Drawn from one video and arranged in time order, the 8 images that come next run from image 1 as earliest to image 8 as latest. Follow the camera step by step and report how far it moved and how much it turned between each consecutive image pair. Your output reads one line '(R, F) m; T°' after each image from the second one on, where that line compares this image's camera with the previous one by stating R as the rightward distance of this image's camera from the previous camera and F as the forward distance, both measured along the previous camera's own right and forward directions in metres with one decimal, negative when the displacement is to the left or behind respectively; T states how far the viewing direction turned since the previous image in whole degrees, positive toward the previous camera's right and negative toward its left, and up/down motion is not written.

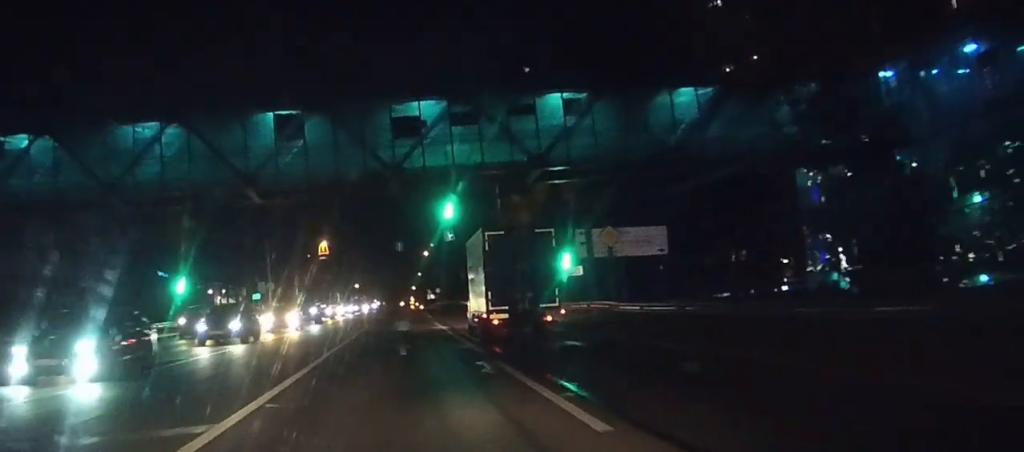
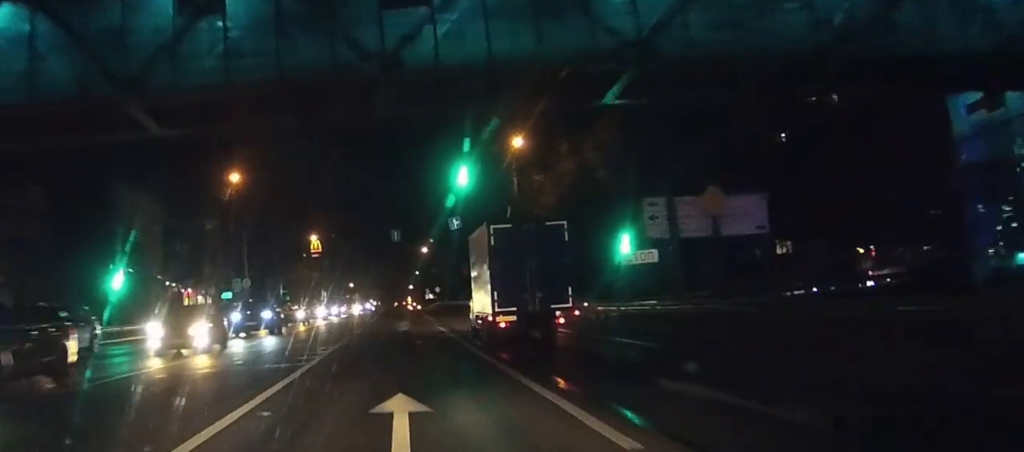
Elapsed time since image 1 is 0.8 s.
(0.0, +13.4) m; 0°
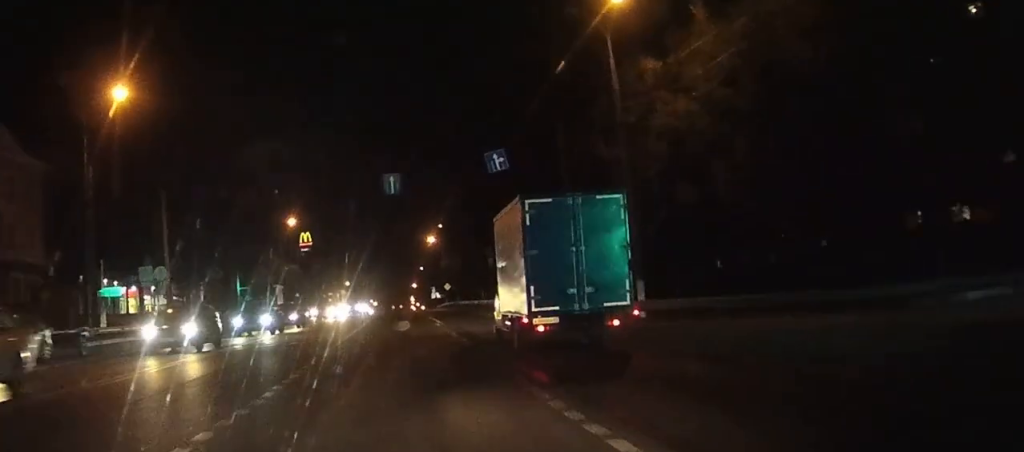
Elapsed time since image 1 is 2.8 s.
(+0.3, +31.4) m; +1°
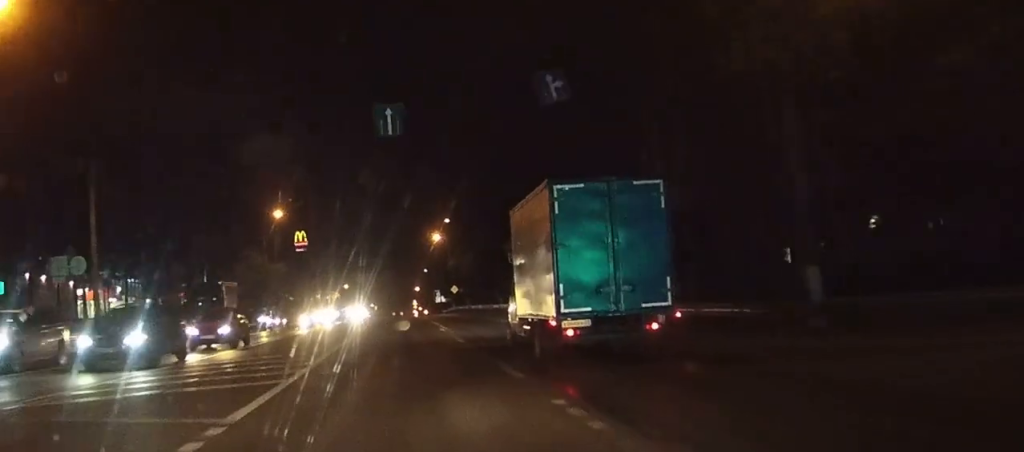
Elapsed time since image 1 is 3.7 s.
(0.0, +14.7) m; 0°
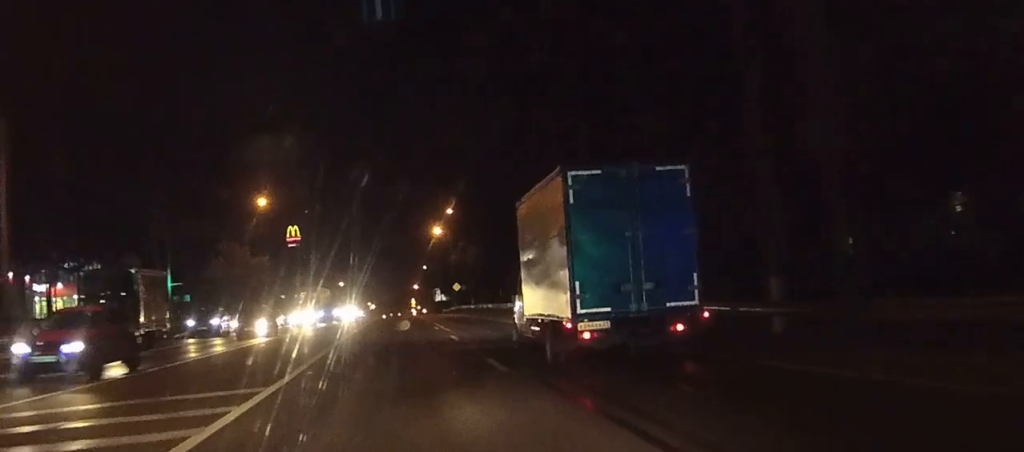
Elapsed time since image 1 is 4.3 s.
(0.0, +10.4) m; 0°
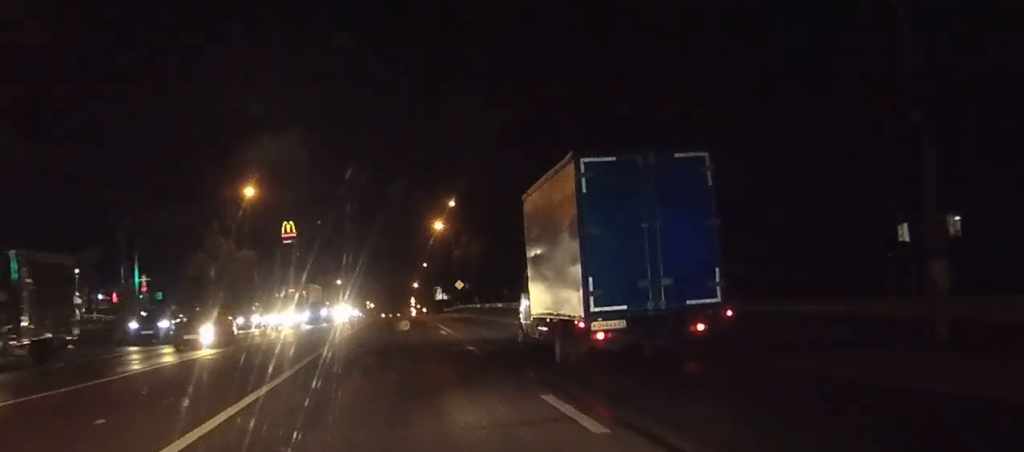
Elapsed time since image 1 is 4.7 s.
(0.0, +7.1) m; 0°
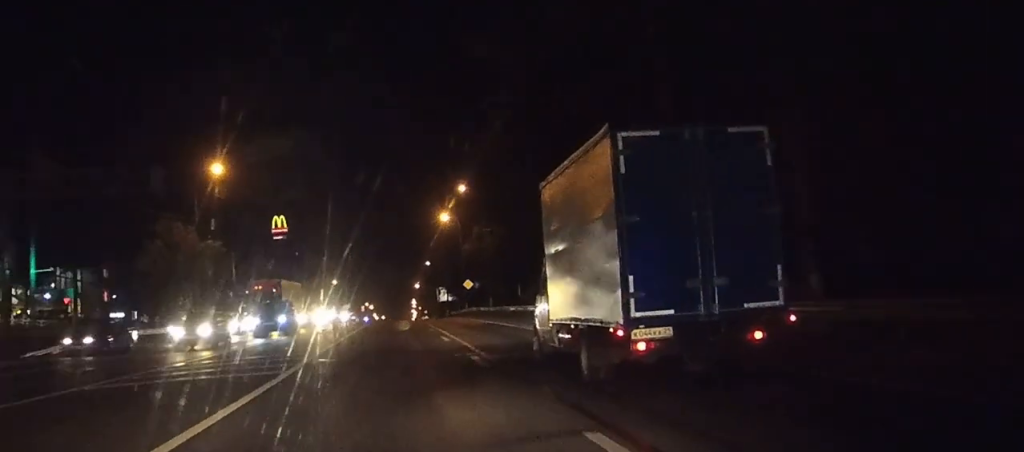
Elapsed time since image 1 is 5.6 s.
(0.0, +15.0) m; 0°
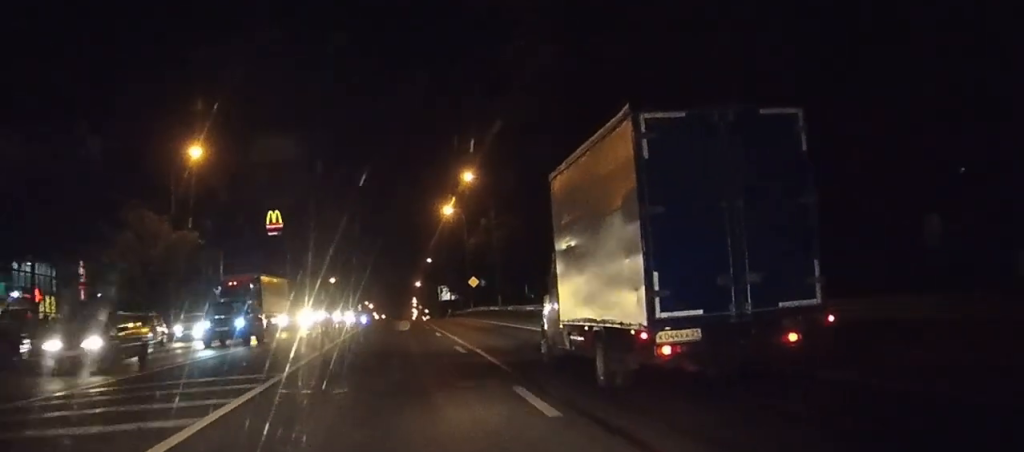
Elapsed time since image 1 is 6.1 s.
(0.0, +7.3) m; 0°
